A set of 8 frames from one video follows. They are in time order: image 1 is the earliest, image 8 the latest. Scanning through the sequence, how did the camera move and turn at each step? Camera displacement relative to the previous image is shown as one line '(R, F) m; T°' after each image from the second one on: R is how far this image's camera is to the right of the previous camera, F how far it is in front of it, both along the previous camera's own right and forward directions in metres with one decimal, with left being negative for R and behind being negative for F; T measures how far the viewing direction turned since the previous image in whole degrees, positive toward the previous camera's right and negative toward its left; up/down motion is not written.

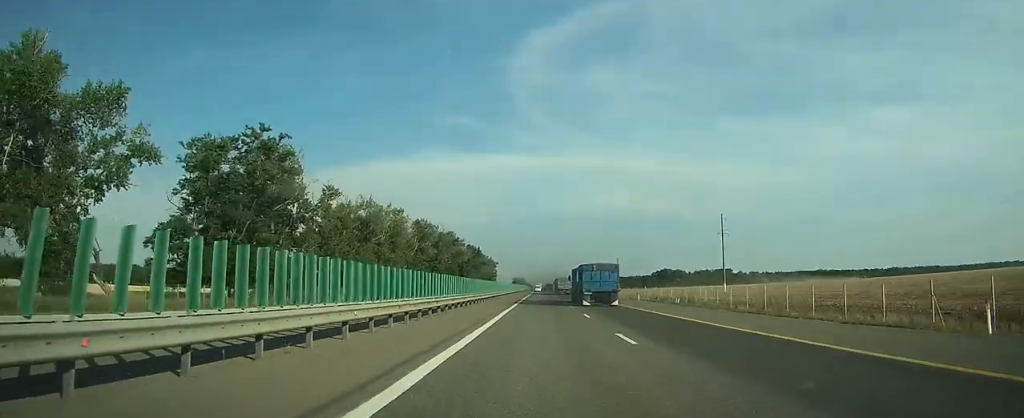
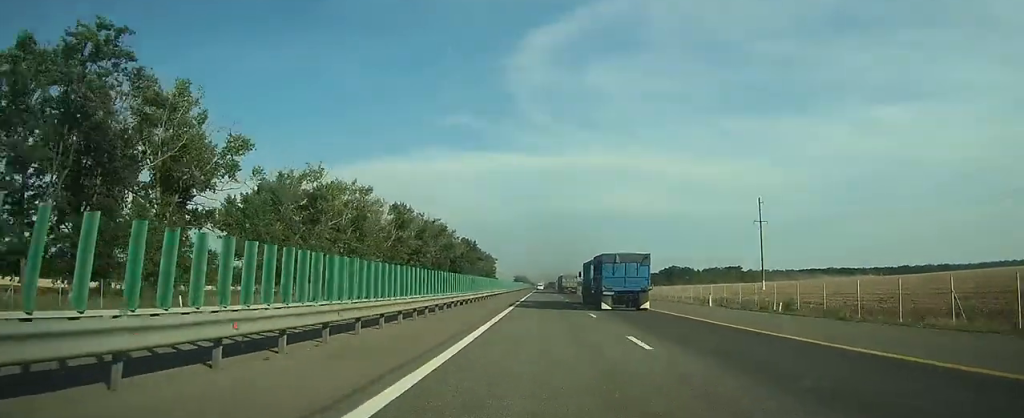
(0.0, +25.3) m; 0°
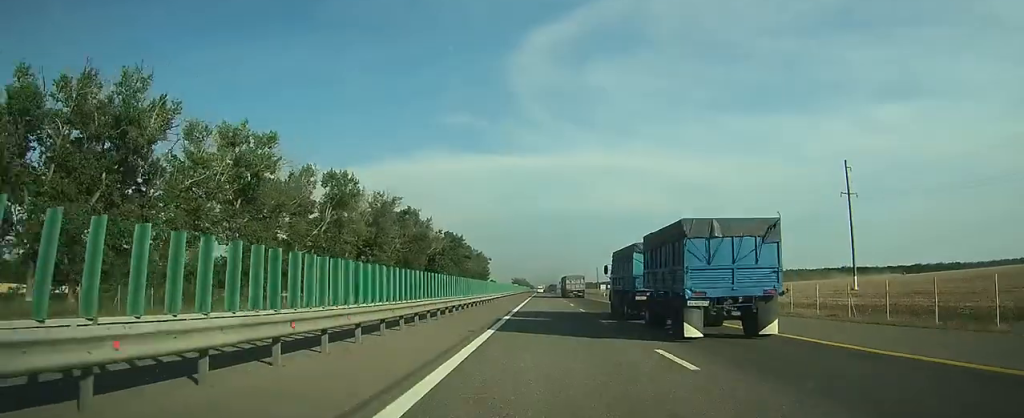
(0.0, +38.4) m; 0°
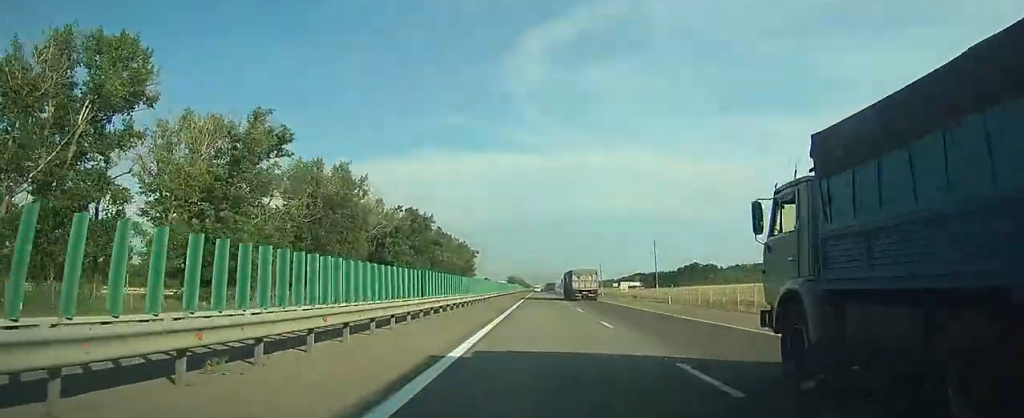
(+0.1, +49.8) m; 0°
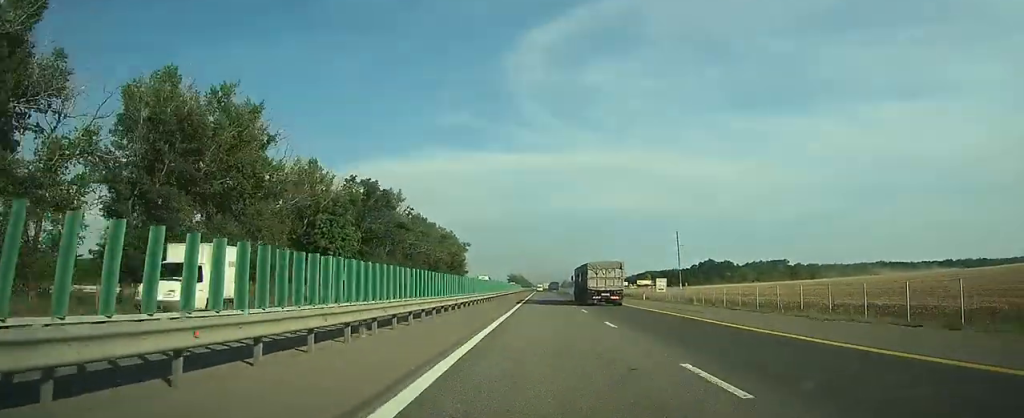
(0.0, +35.8) m; 0°
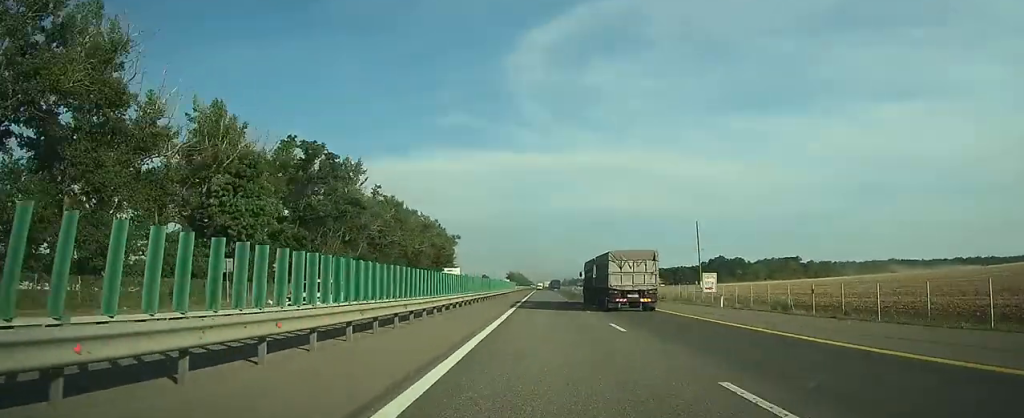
(0.0, +25.7) m; 0°
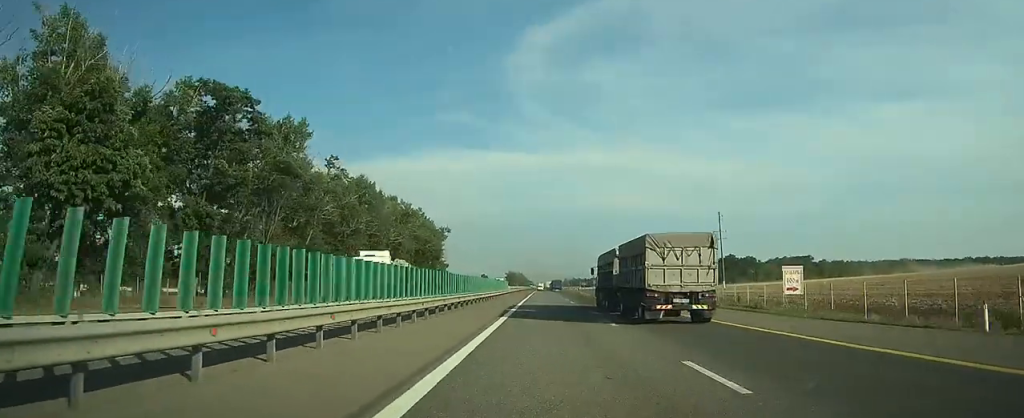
(0.0, +21.7) m; 0°
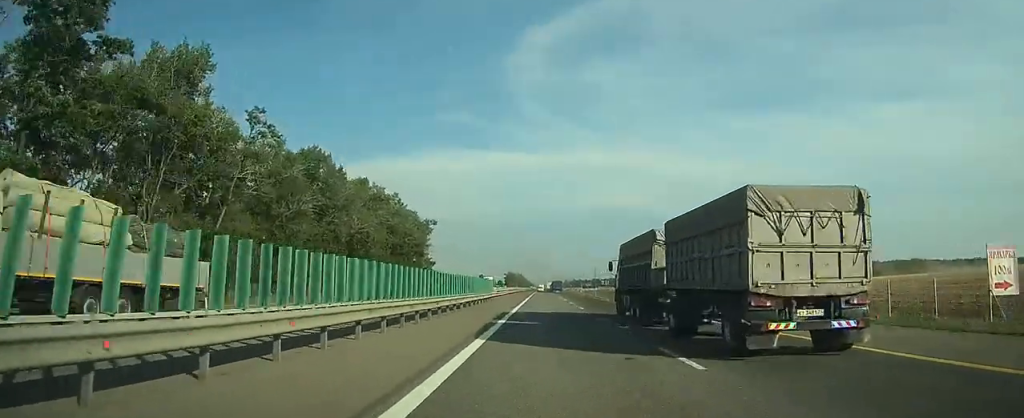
(0.0, +21.7) m; 0°
